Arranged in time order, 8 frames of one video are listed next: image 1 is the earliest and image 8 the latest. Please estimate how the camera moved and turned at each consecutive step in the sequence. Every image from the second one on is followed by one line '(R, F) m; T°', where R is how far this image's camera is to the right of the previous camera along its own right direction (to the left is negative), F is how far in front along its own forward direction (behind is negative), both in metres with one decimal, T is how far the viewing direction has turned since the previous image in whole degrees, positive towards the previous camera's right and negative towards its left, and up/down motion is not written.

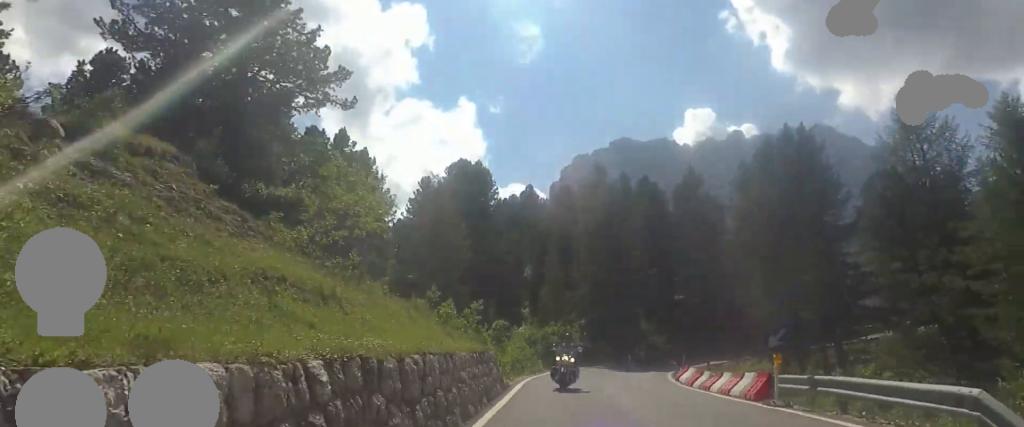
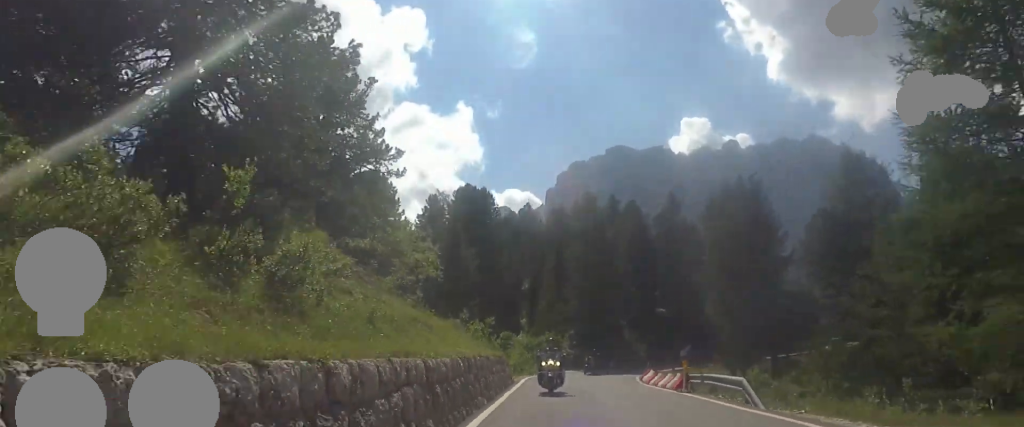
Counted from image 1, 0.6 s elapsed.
(-0.1, +7.8) m; -1°
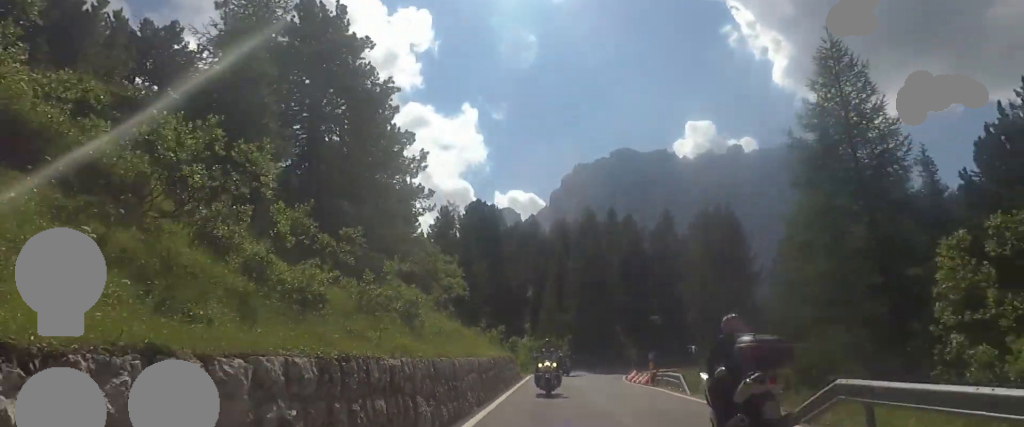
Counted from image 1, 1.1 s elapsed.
(0.0, +6.6) m; -1°
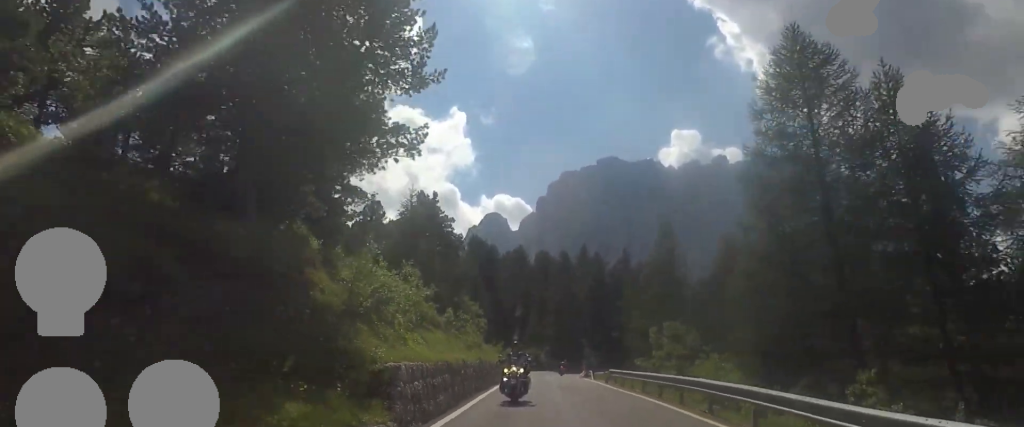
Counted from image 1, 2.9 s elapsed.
(-0.1, +23.9) m; +1°
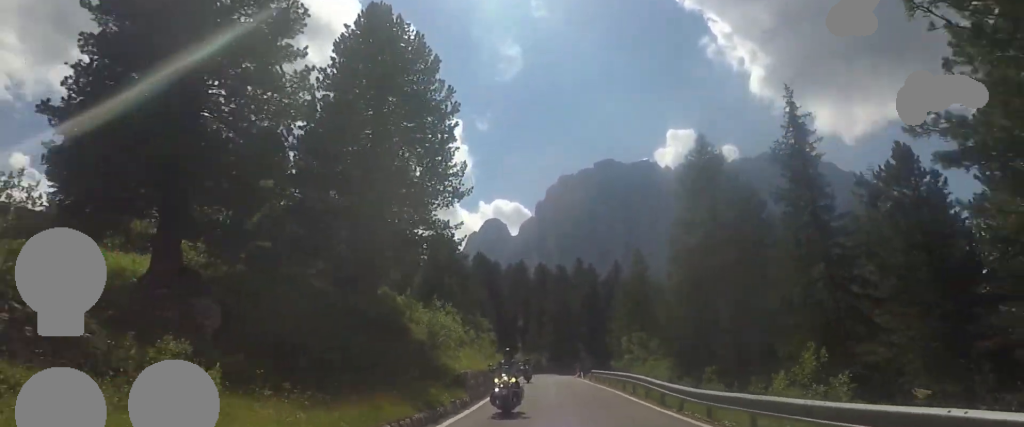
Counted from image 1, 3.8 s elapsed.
(+0.3, +11.6) m; -2°
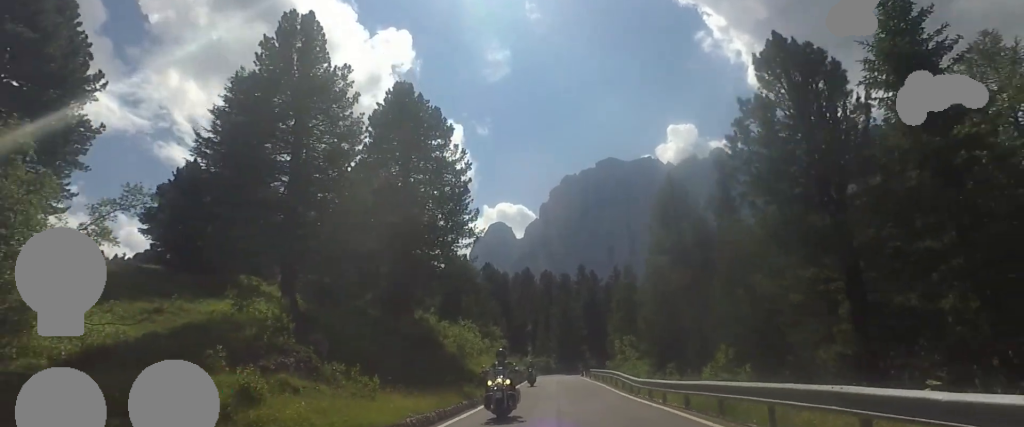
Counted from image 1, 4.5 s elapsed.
(-1.2, +8.4) m; -1°
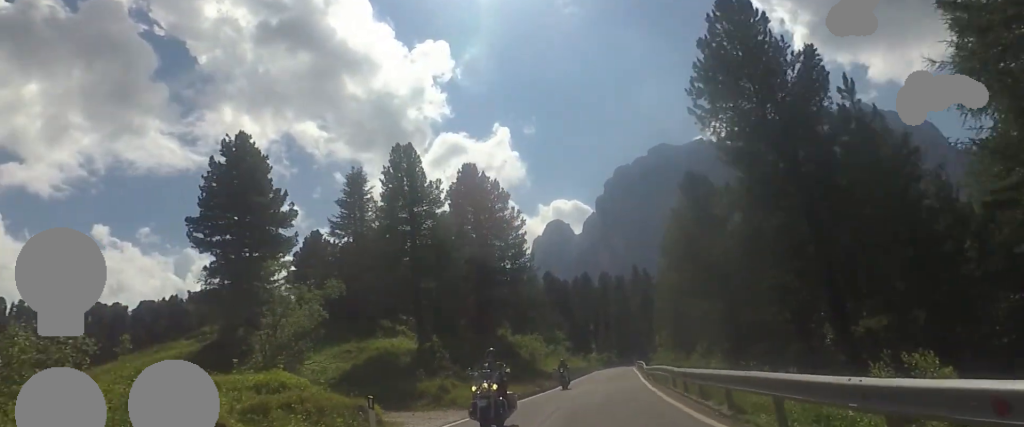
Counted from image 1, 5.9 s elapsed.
(+0.6, +14.5) m; -4°
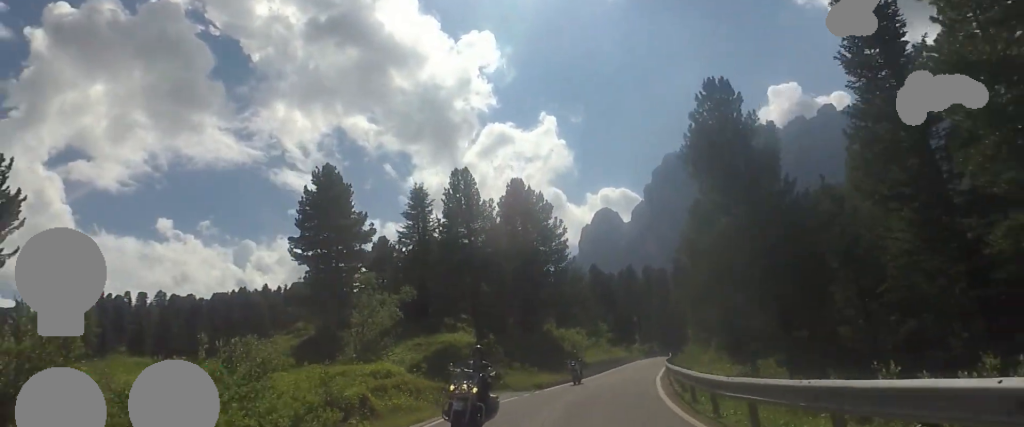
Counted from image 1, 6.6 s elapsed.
(-0.8, +7.0) m; -5°
